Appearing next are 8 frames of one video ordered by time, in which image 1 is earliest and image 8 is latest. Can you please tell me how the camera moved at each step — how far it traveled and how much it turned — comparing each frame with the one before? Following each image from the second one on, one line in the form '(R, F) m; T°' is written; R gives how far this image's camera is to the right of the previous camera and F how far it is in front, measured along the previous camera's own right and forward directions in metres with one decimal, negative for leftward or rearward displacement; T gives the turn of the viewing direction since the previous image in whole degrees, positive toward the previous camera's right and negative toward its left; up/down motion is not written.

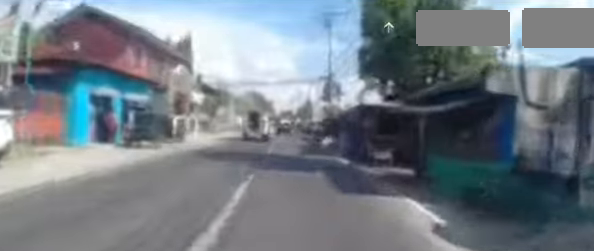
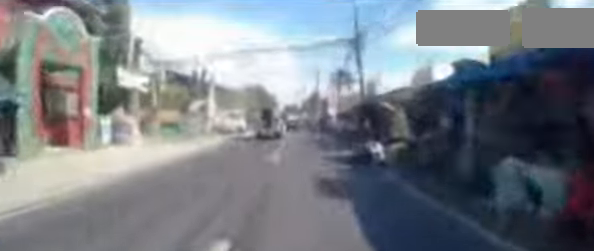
(-0.1, +11.3) m; -1°
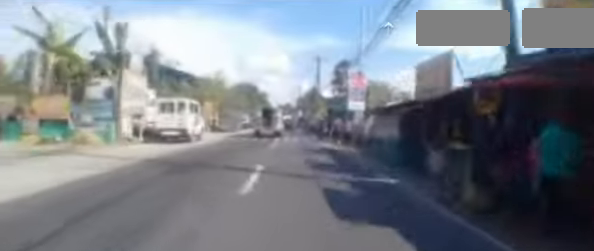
(+0.1, +13.1) m; 0°
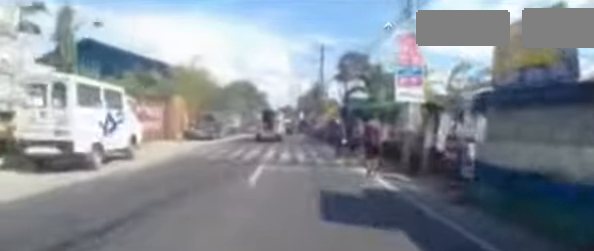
(-0.1, +7.9) m; +3°
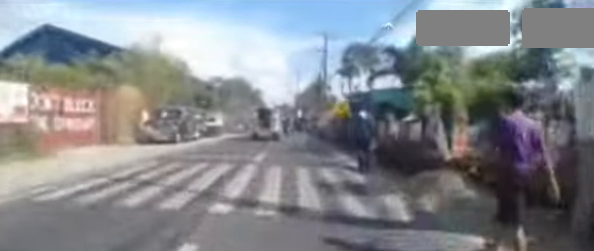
(+0.4, +6.4) m; 0°
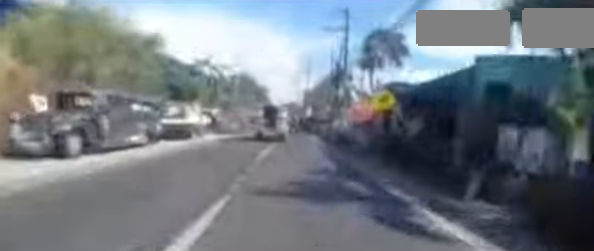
(-0.1, +7.4) m; -2°
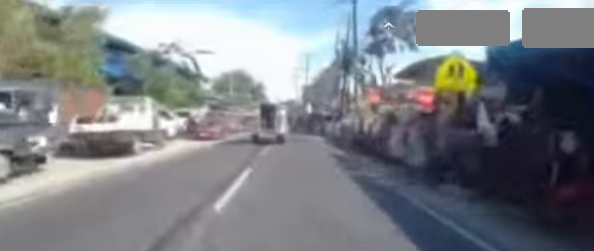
(-0.2, +6.2) m; -2°
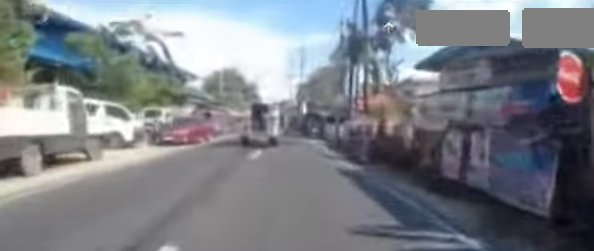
(0.0, +4.3) m; 0°
